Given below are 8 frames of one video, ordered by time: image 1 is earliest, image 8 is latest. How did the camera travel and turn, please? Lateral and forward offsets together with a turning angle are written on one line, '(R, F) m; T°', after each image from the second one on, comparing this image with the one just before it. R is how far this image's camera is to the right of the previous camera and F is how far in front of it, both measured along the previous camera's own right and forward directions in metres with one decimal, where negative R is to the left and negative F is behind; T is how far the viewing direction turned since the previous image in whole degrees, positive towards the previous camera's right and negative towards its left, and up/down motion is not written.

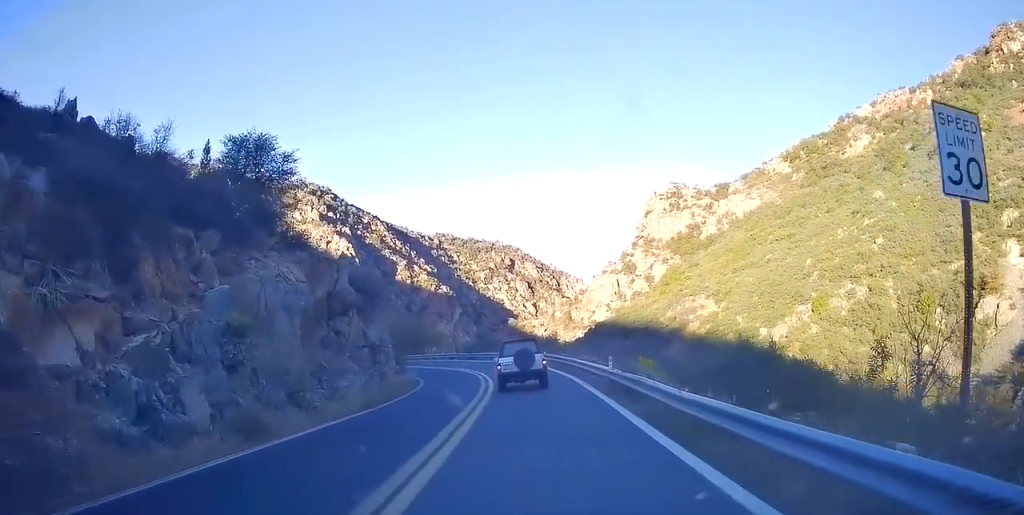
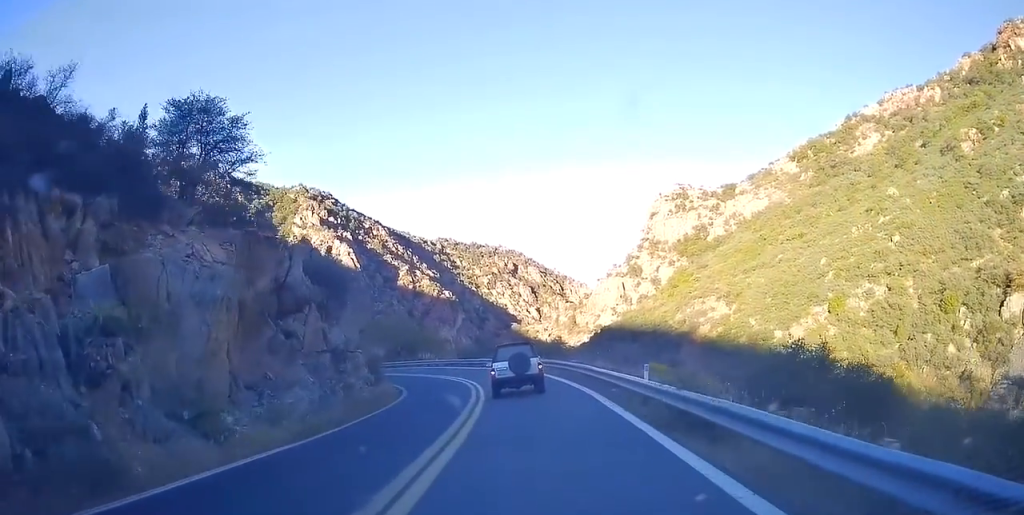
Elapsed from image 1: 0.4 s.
(-0.1, +5.4) m; -3°
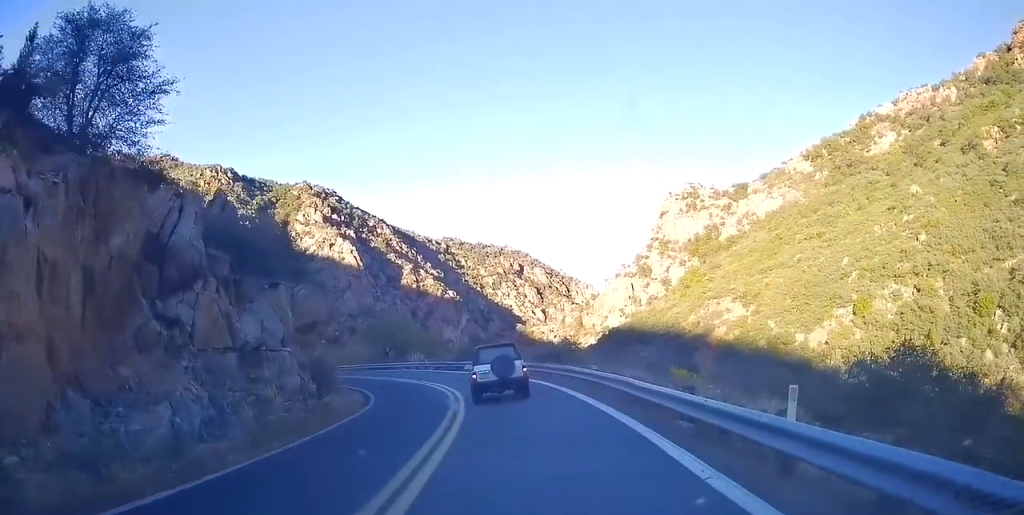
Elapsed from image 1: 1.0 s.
(0.0, +7.4) m; -4°
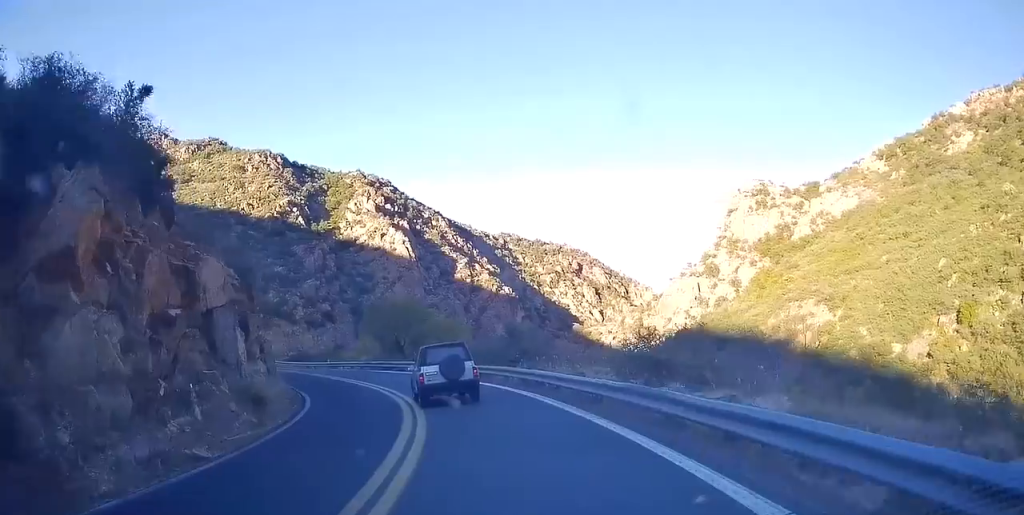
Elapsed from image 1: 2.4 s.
(-1.3, +16.3) m; -7°
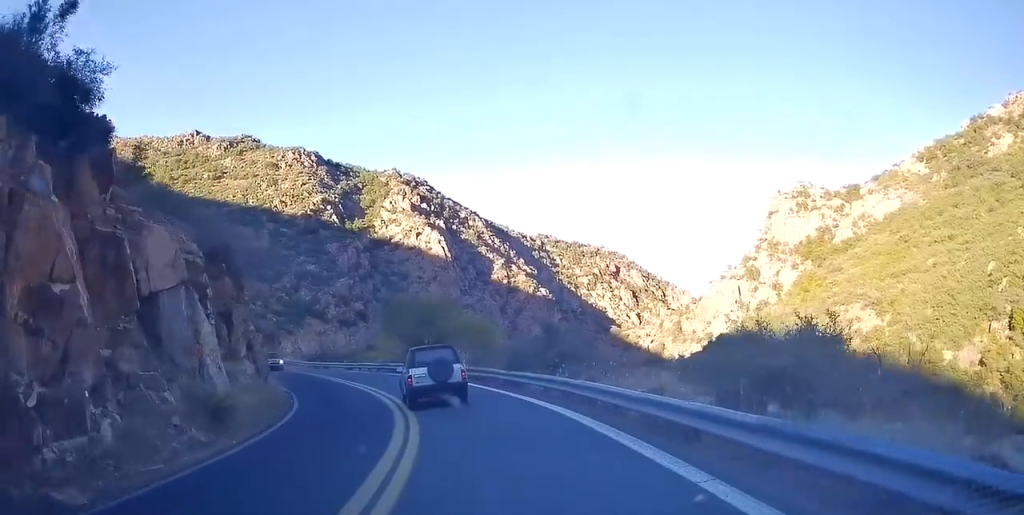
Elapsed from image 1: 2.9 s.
(+0.2, +5.2) m; -2°
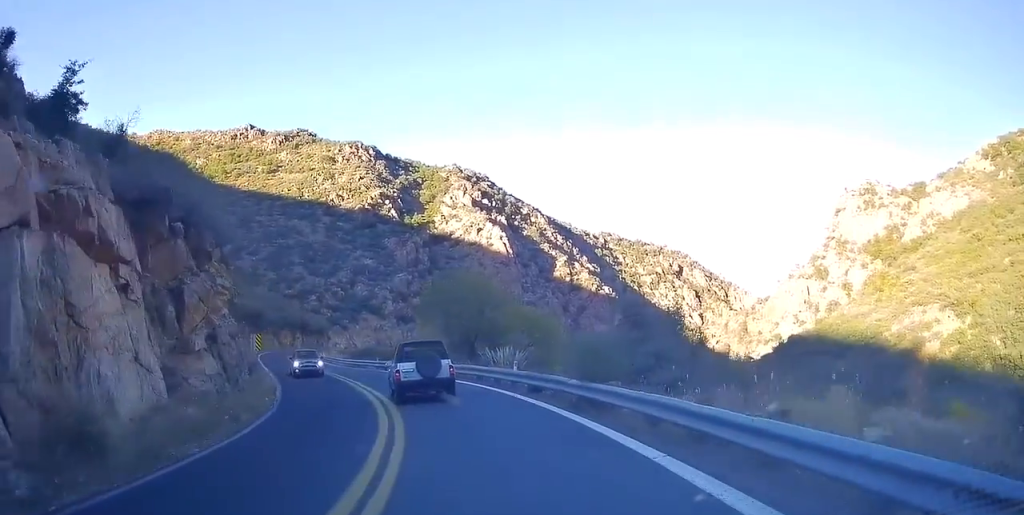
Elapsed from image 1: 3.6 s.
(-0.6, +7.5) m; -8°
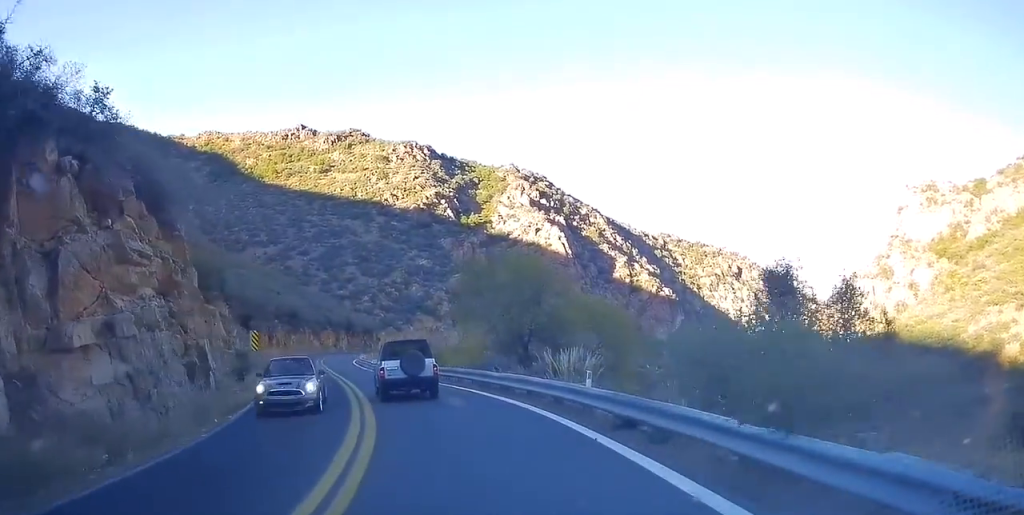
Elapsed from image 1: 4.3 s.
(-0.5, +7.1) m; -7°
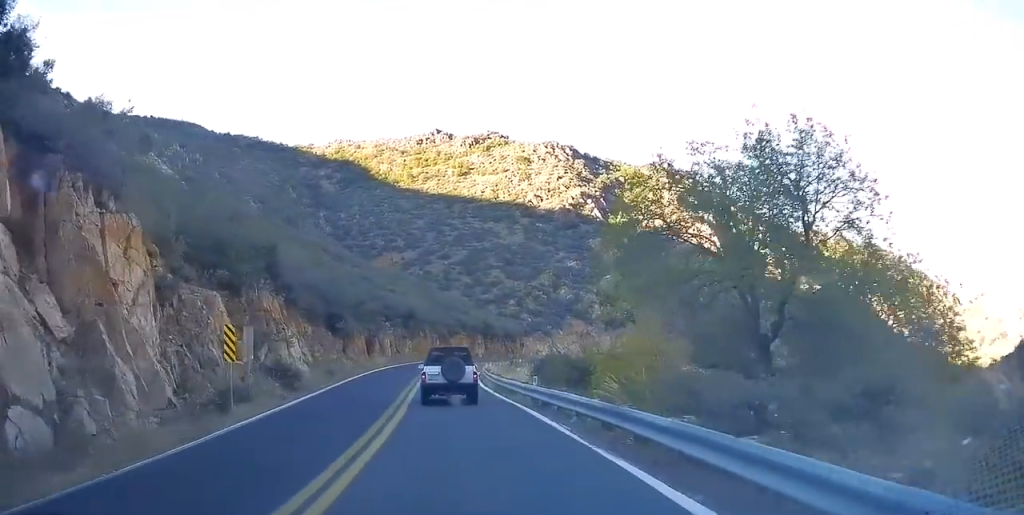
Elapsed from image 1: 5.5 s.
(-1.6, +13.4) m; -11°
